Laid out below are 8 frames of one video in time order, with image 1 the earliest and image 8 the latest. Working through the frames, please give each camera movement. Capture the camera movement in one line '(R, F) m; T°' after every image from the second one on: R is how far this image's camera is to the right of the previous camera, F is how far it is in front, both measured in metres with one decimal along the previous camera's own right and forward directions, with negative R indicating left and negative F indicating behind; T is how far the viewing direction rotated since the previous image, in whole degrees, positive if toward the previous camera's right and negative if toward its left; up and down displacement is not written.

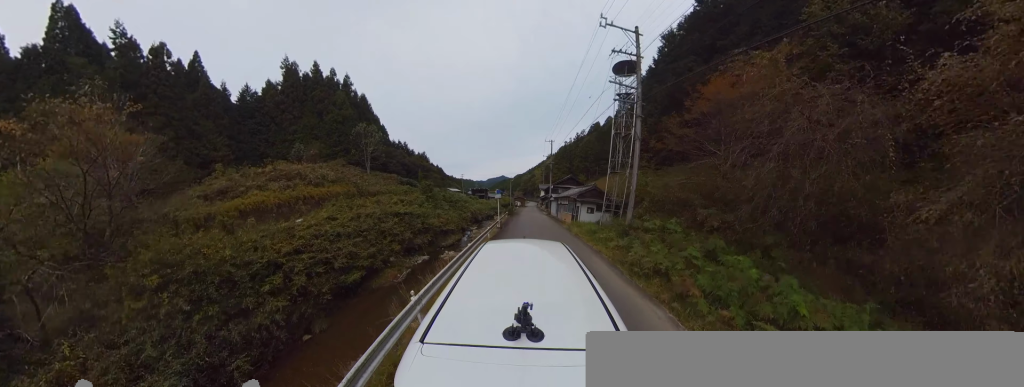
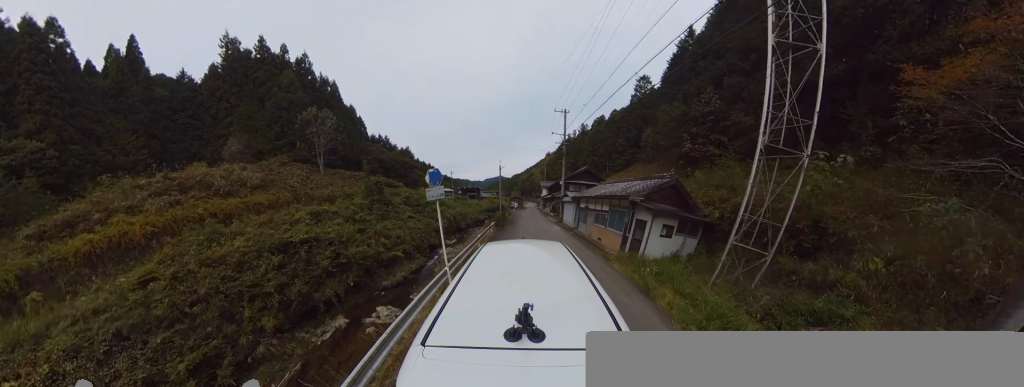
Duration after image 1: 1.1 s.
(-0.5, +9.6) m; -1°
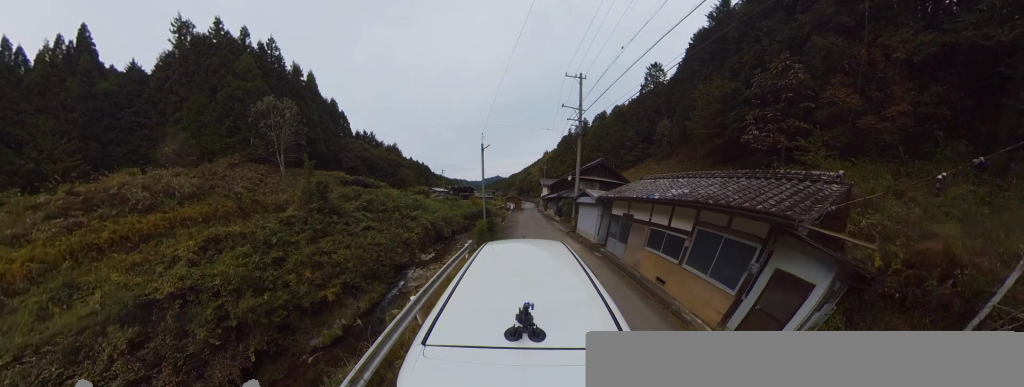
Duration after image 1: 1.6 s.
(+0.1, +5.0) m; +1°
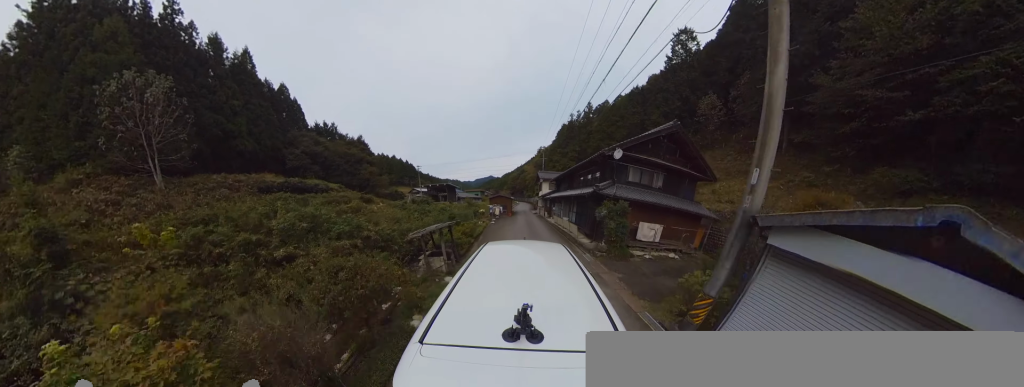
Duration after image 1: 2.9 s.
(+0.3, +10.9) m; -1°
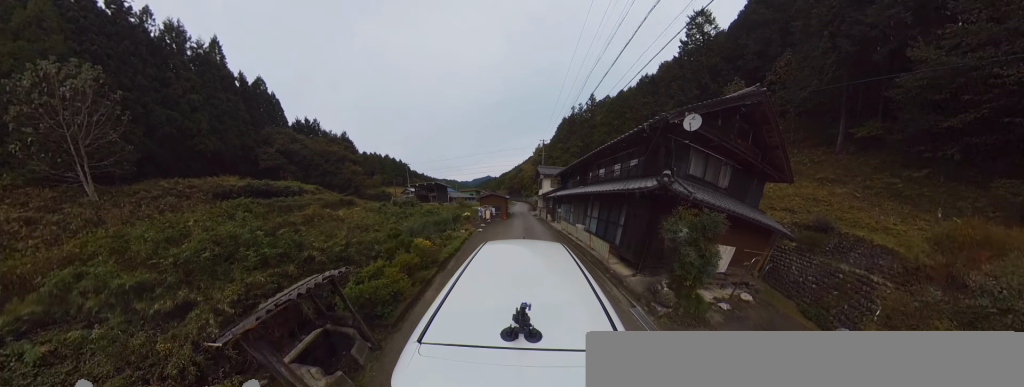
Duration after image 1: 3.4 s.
(0.0, +4.0) m; -1°
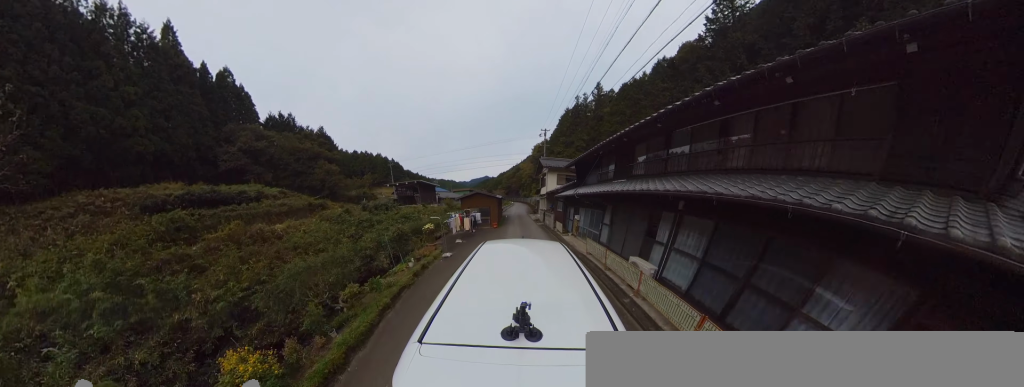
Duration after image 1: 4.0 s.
(-0.3, +5.4) m; 0°
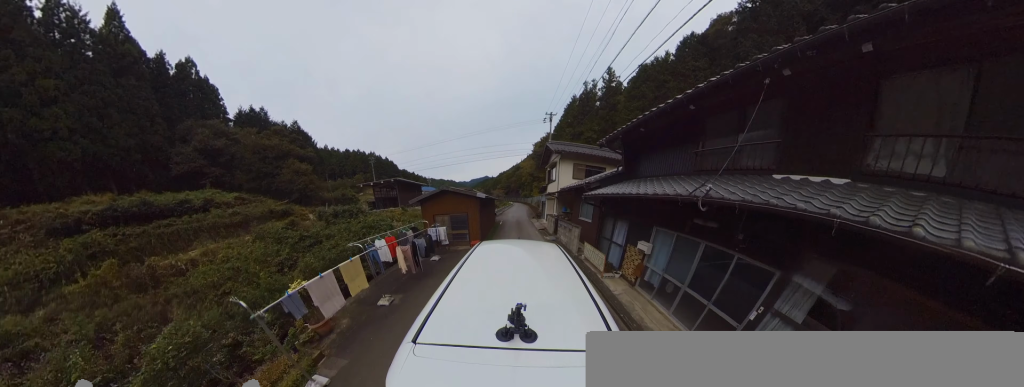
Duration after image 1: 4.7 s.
(+0.1, +5.9) m; +1°
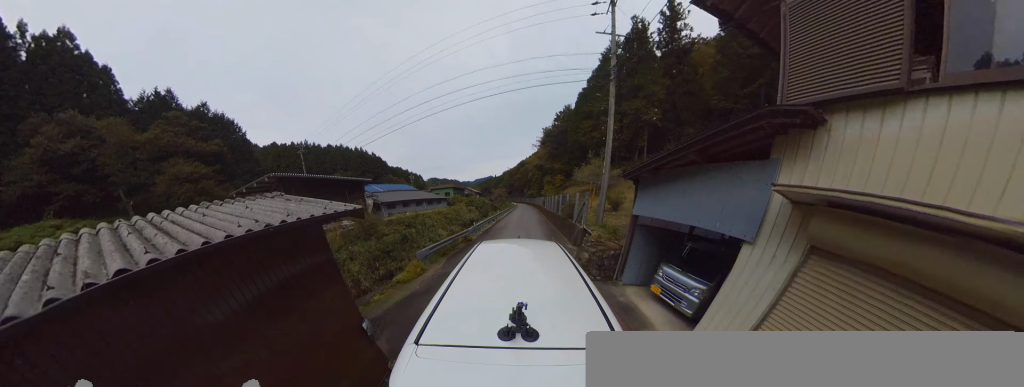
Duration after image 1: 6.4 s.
(+0.4, +16.5) m; +1°
